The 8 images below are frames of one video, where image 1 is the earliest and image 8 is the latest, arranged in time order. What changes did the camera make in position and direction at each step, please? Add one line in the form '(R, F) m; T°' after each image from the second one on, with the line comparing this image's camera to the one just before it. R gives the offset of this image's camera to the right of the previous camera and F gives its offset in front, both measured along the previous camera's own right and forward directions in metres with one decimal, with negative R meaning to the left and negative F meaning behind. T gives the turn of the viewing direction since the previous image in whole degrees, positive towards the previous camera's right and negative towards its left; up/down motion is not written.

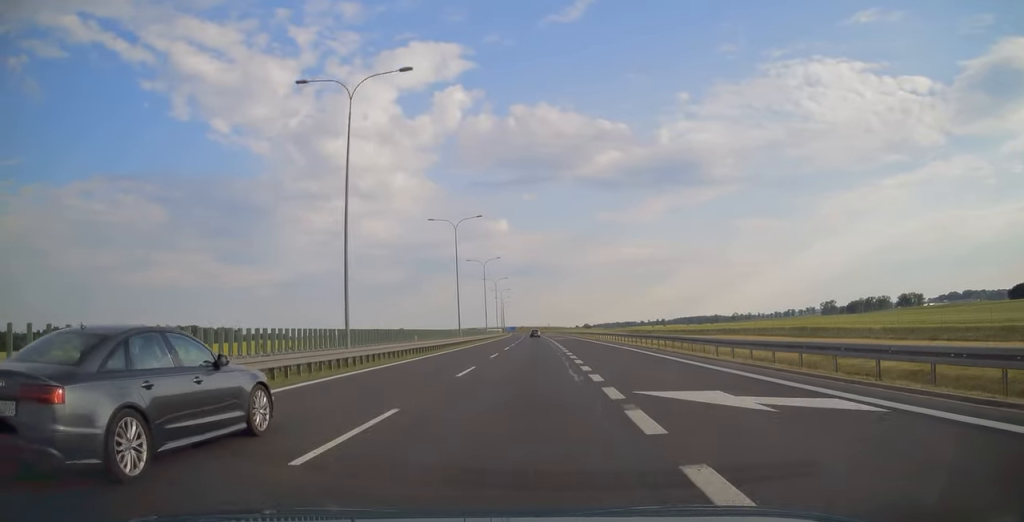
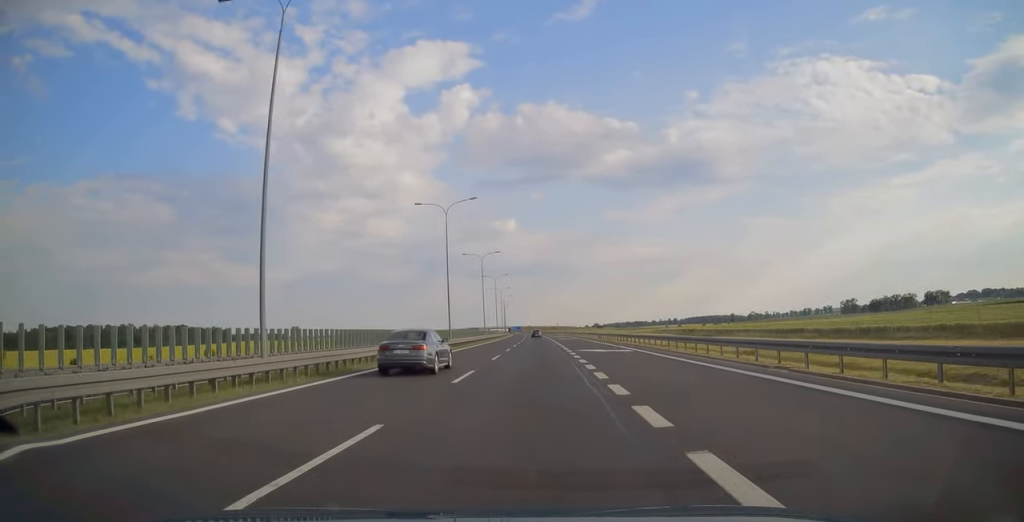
(-0.4, +49.8) m; -1°
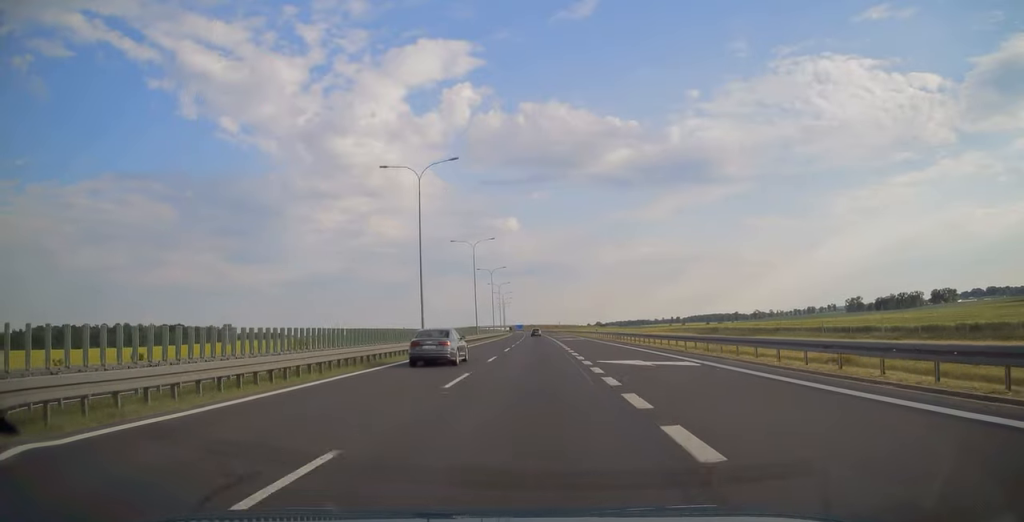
(0.0, +13.8) m; 0°
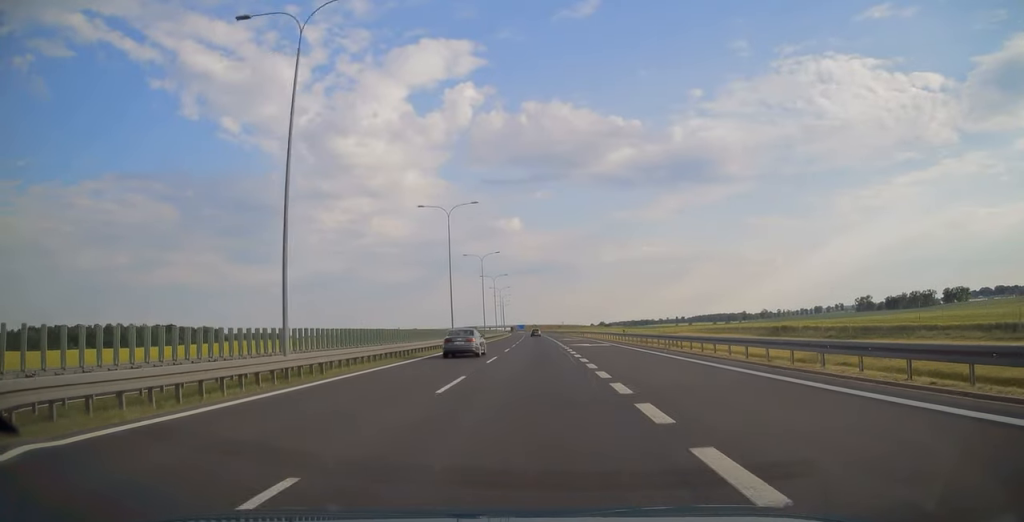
(-0.1, +24.9) m; 0°
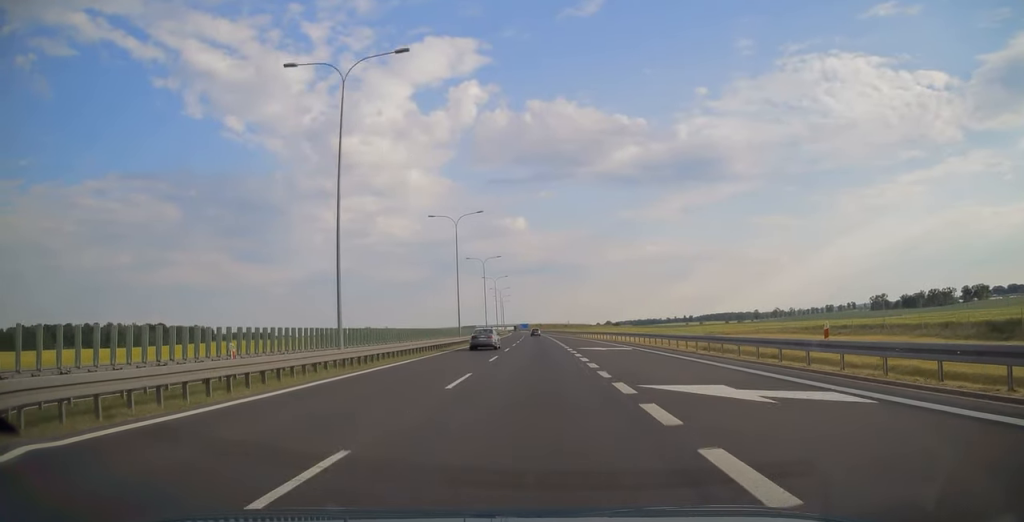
(-0.2, +34.8) m; 0°
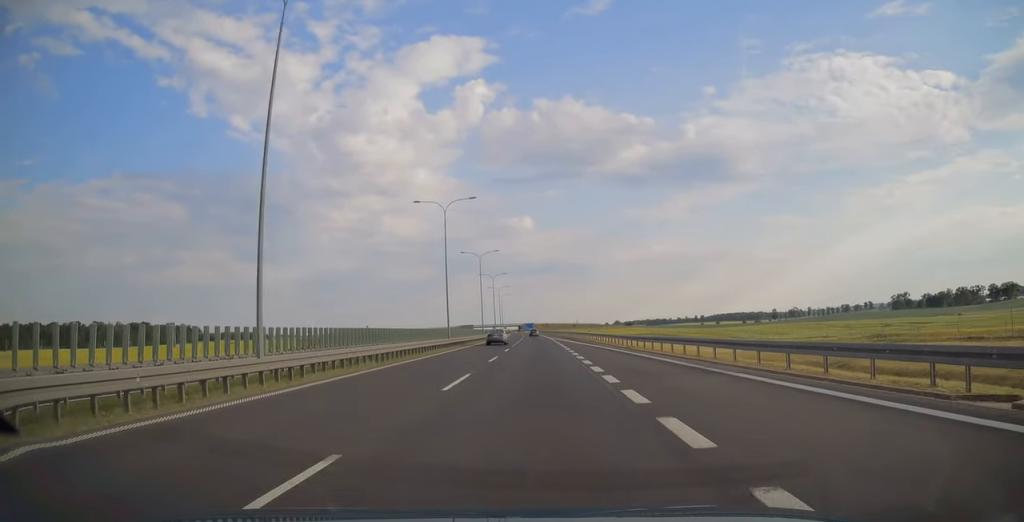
(-0.2, +48.2) m; -1°
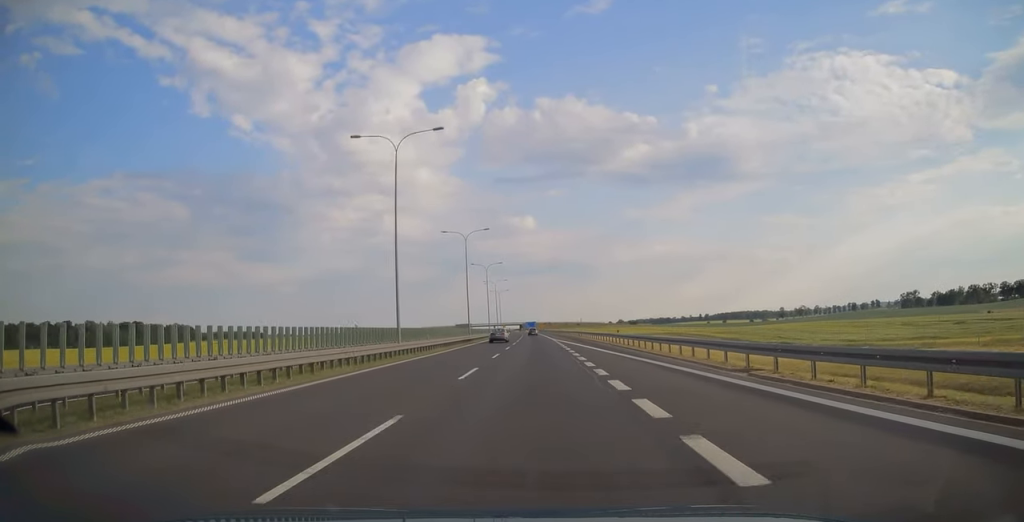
(-0.1, +21.1) m; 0°
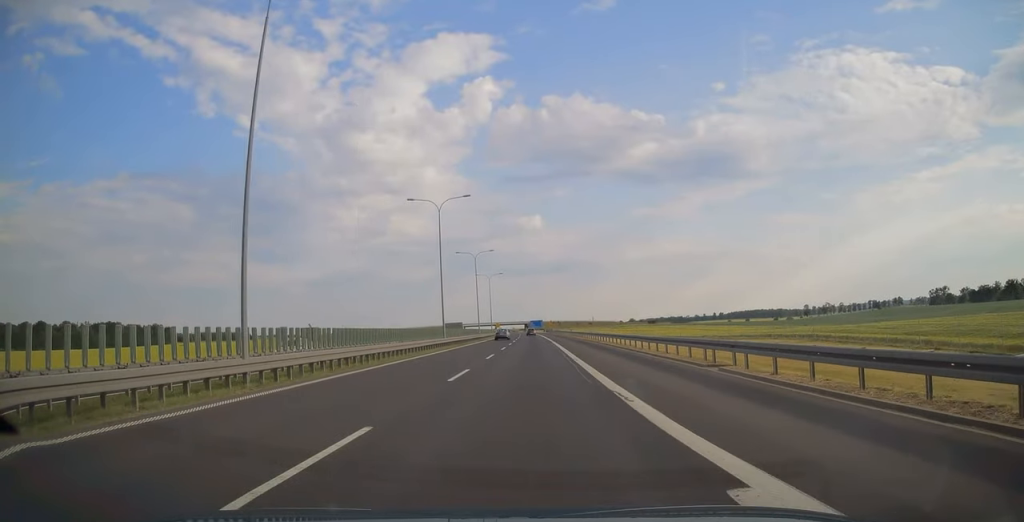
(-0.3, +60.4) m; -1°
